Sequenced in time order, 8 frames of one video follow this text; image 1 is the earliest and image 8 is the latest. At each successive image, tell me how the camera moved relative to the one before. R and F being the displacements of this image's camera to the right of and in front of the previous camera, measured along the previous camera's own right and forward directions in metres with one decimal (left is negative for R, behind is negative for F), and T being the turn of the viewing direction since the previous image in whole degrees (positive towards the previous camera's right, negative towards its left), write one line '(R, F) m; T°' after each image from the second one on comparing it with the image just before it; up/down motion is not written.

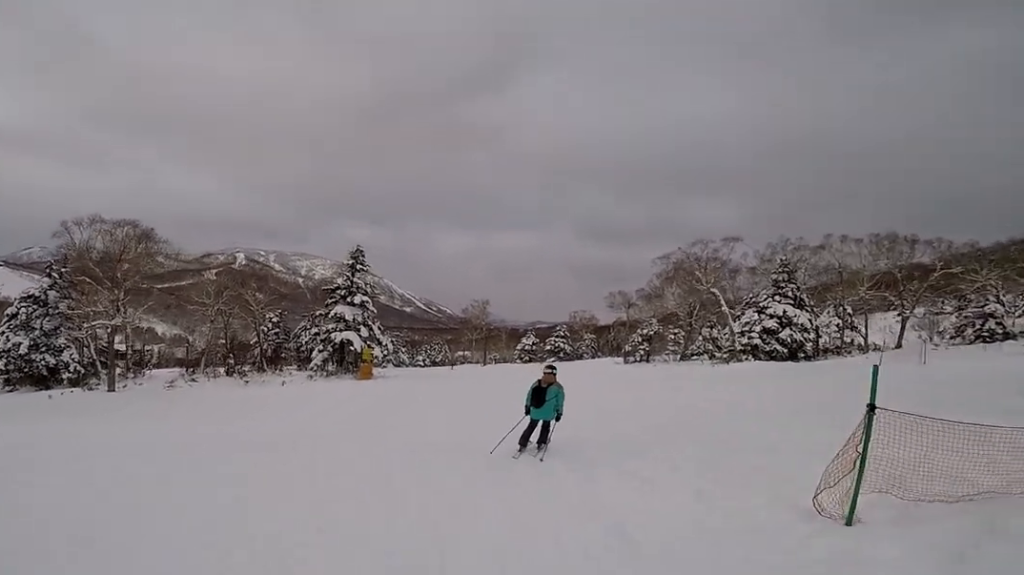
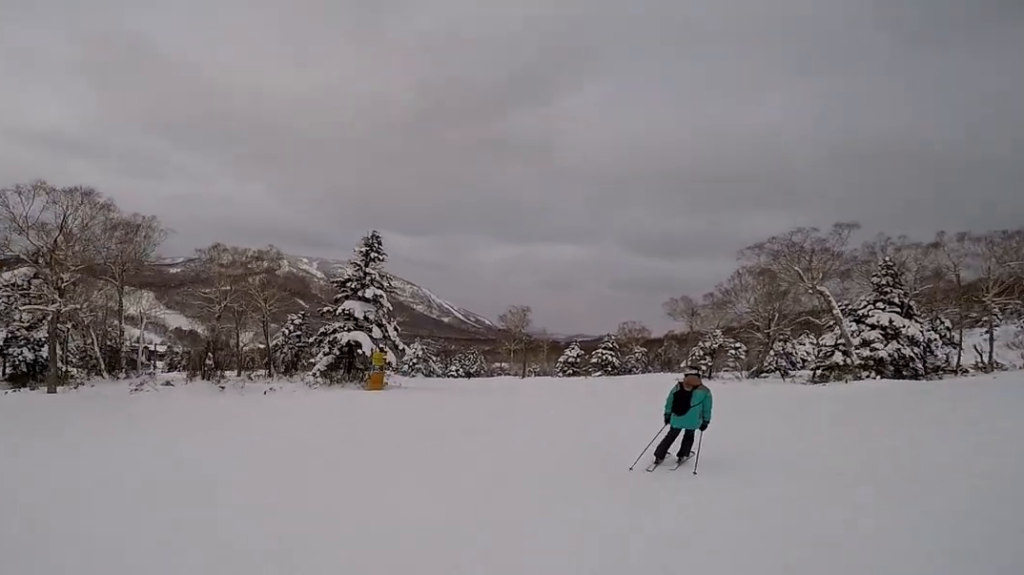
(+0.1, +7.6) m; +1°
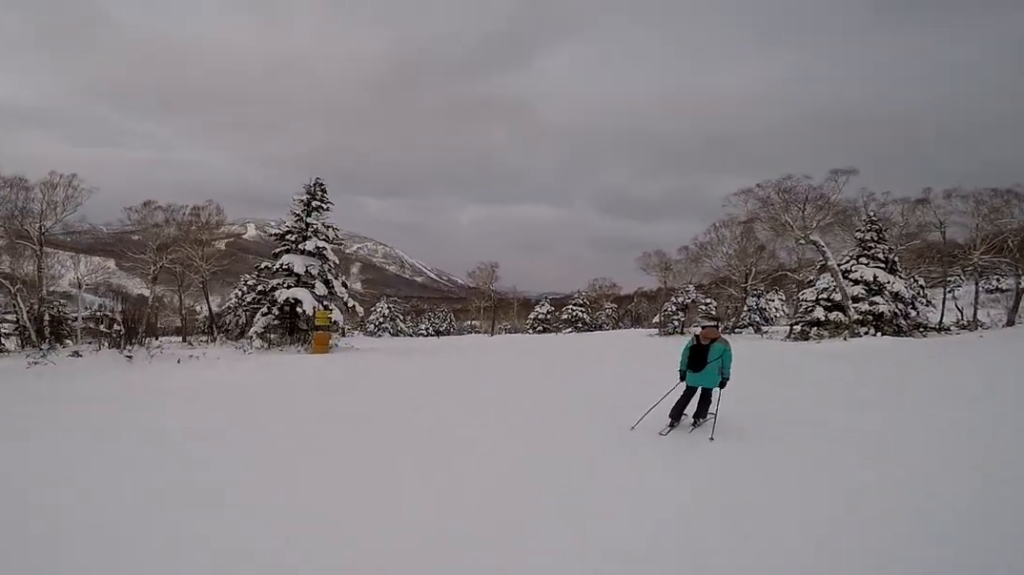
(0.0, +4.2) m; 0°
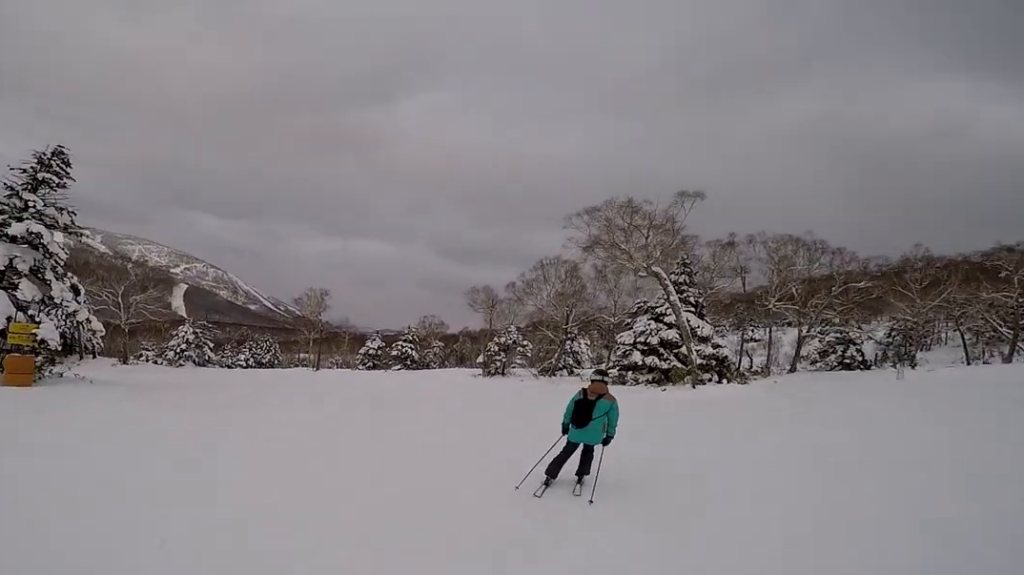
(+0.5, +8.3) m; +17°
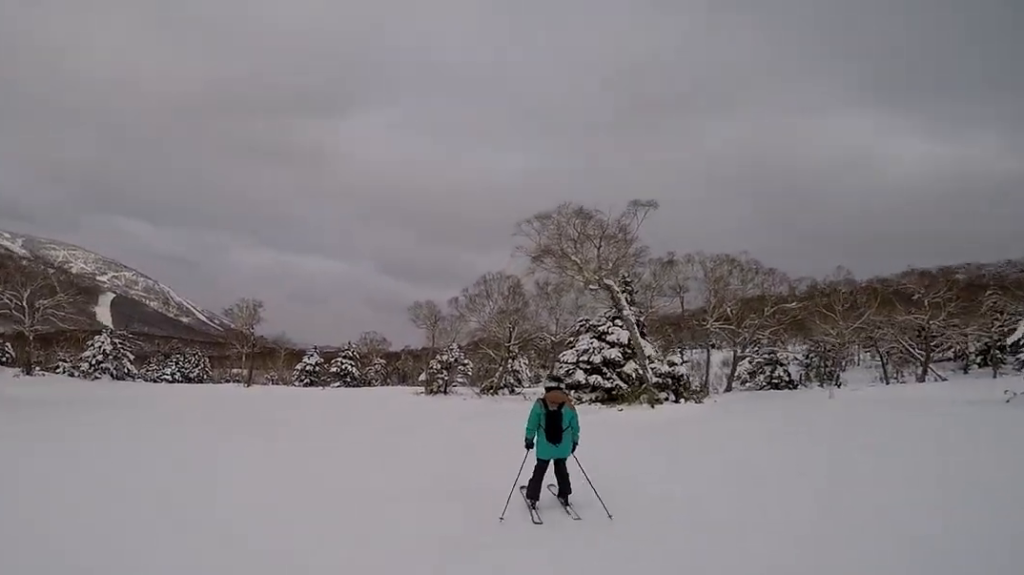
(+0.7, +2.7) m; +7°
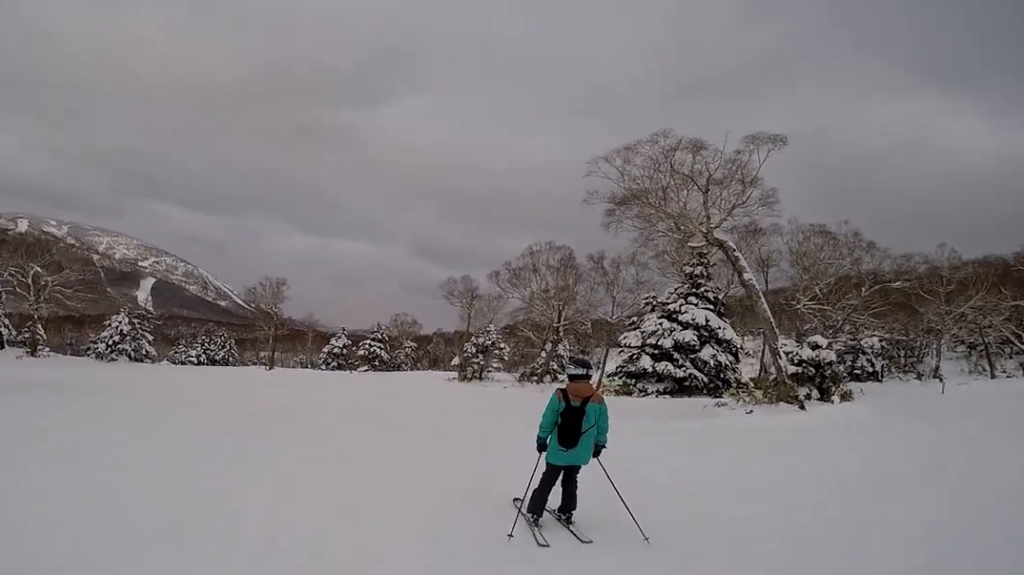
(-0.4, +6.5) m; -19°
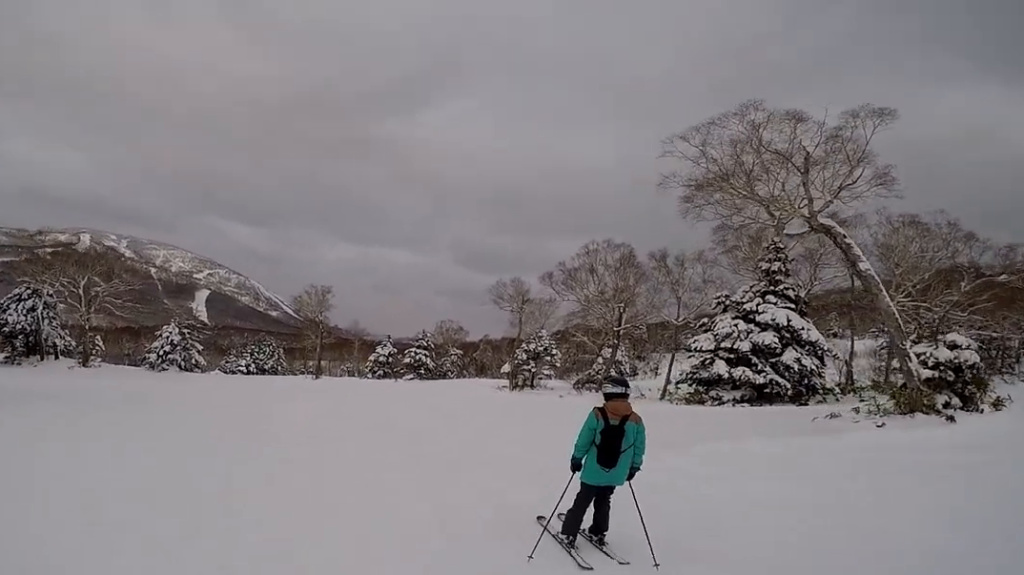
(-0.7, +2.3) m; -4°
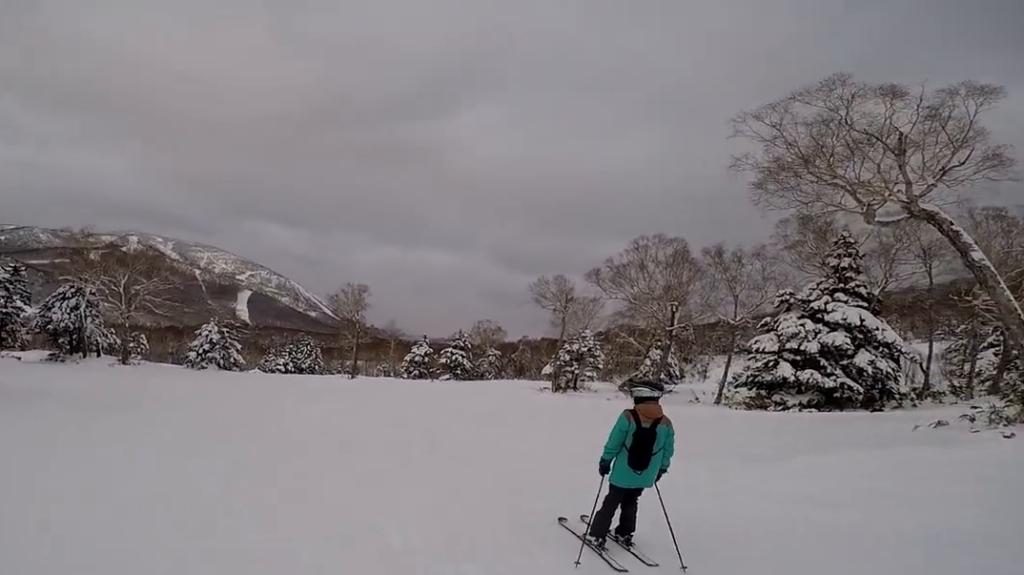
(-0.1, +1.7) m; -3°
